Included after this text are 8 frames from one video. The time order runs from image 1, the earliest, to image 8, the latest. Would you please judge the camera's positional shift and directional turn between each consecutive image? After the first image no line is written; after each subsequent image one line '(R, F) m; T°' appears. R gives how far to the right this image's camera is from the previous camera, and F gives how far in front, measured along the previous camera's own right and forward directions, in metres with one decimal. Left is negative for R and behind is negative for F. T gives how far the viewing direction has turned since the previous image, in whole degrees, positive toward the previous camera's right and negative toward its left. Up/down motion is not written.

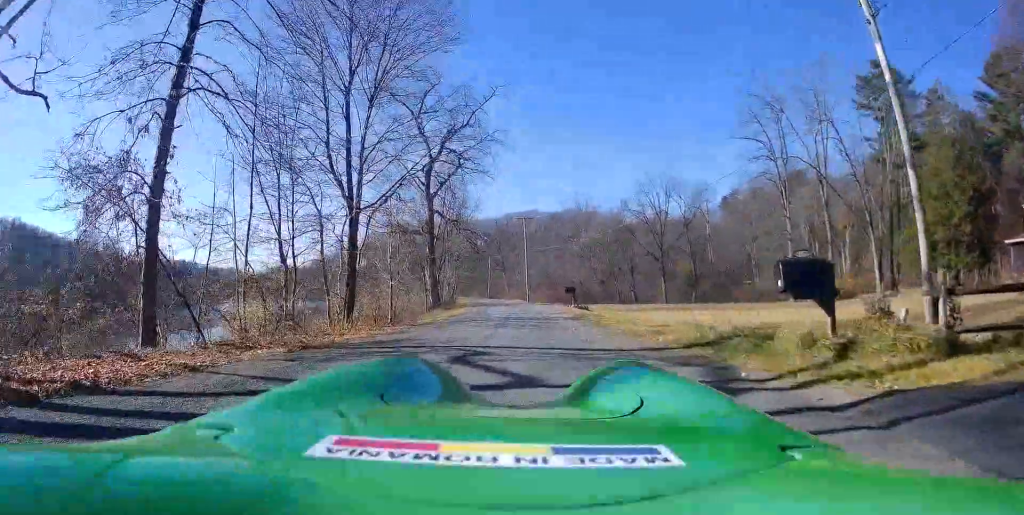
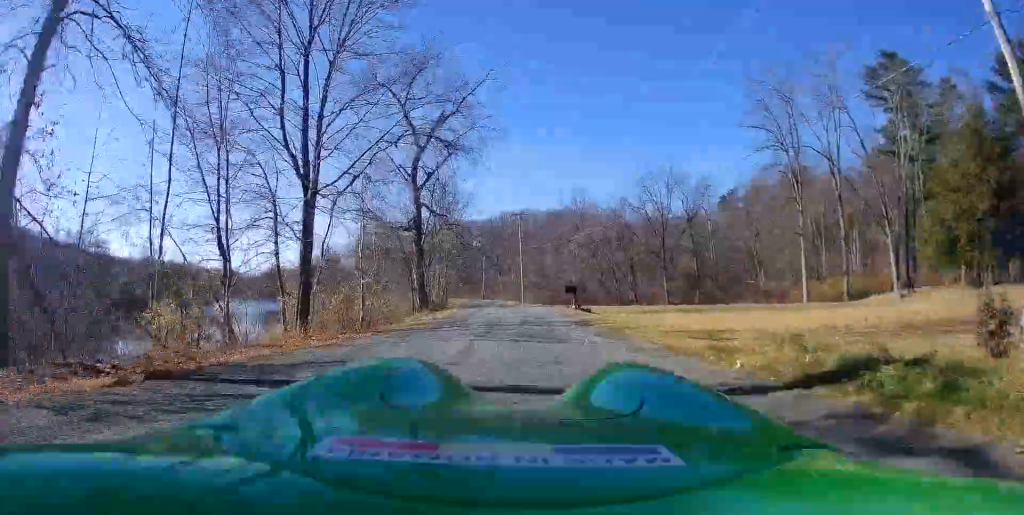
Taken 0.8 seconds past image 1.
(0.0, +4.7) m; -1°
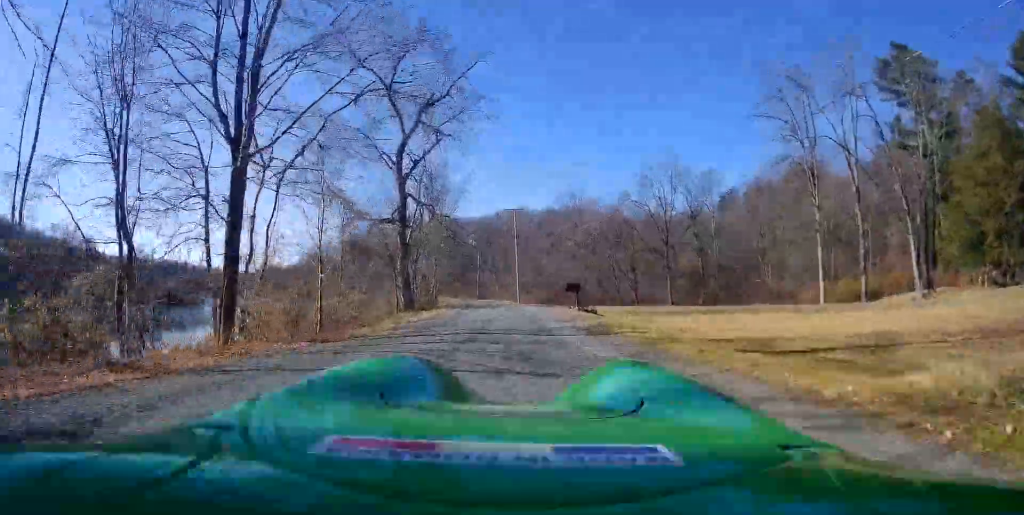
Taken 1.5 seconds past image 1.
(-0.1, +4.3) m; -3°
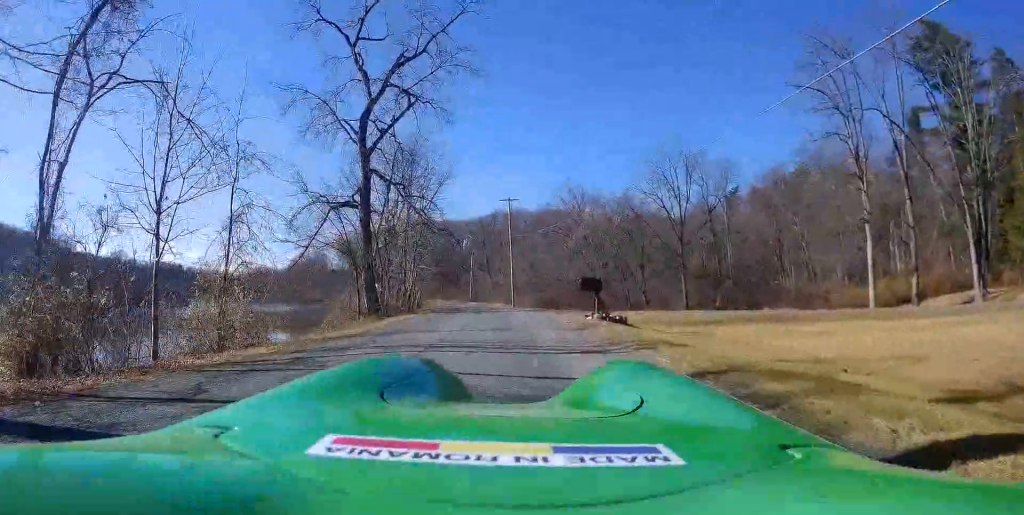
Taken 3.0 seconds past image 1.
(-0.5, +9.3) m; -3°
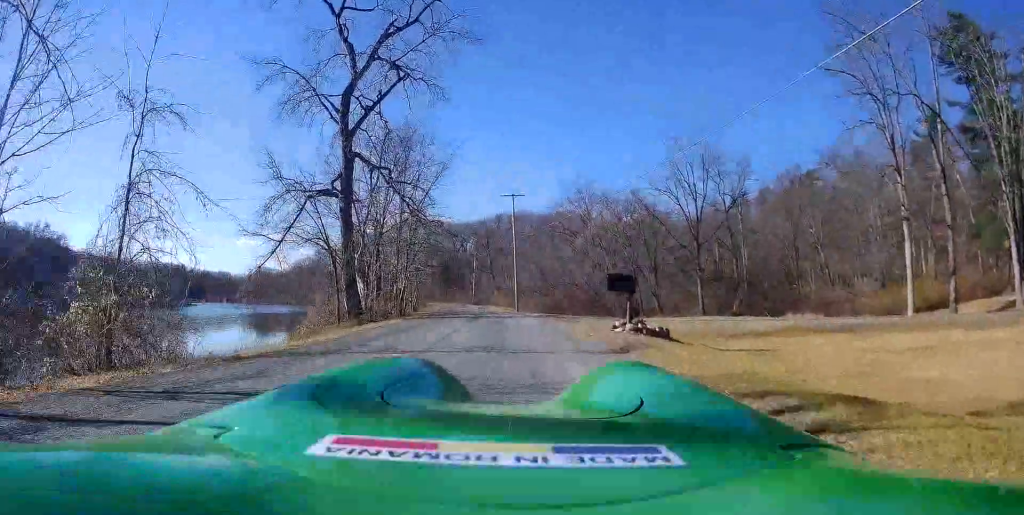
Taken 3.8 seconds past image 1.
(0.0, +5.5) m; +1°
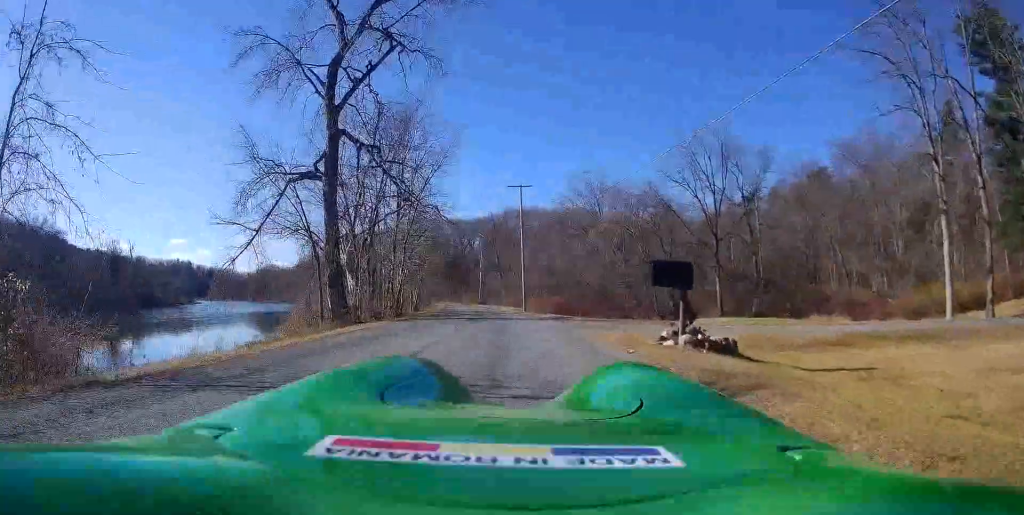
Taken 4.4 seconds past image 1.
(0.0, +5.8) m; 0°
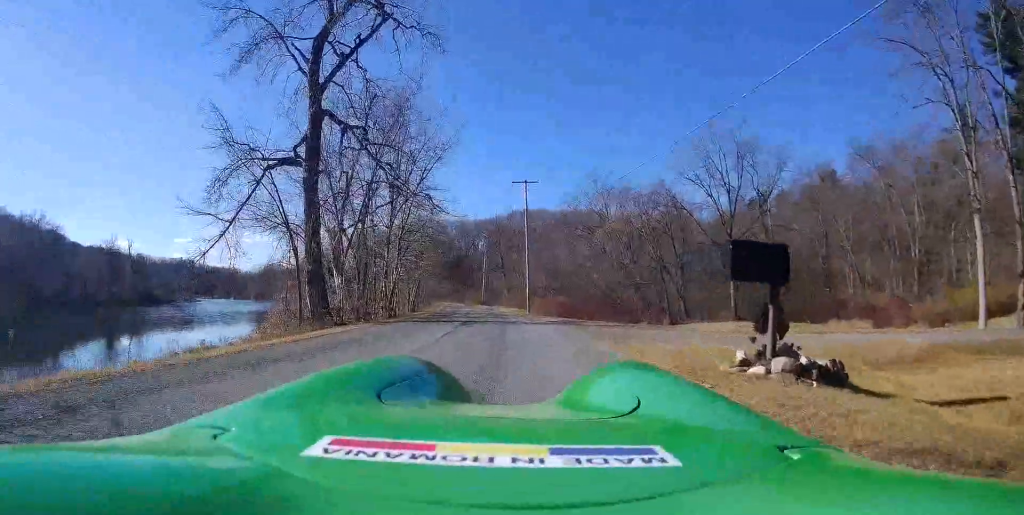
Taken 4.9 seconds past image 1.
(0.0, +4.3) m; 0°
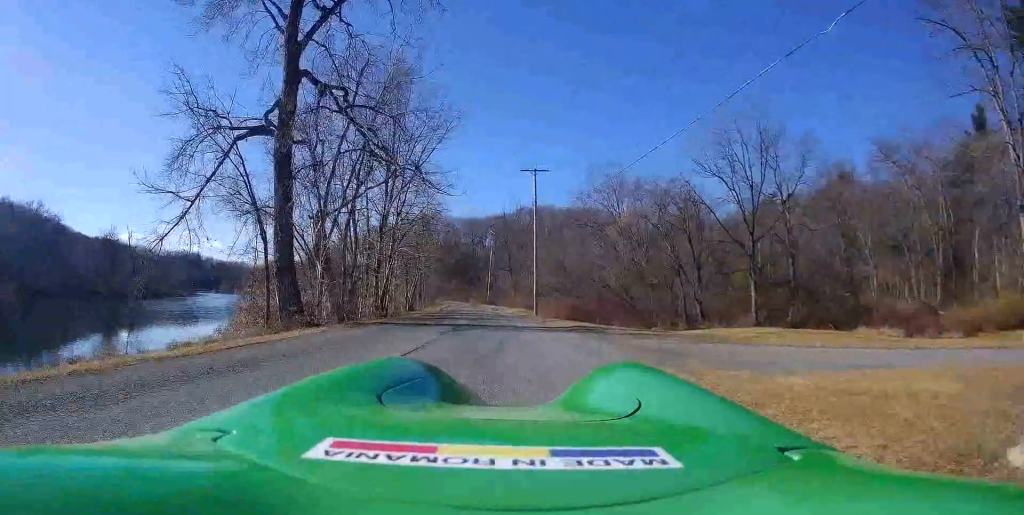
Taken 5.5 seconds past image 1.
(0.0, +4.9) m; 0°
